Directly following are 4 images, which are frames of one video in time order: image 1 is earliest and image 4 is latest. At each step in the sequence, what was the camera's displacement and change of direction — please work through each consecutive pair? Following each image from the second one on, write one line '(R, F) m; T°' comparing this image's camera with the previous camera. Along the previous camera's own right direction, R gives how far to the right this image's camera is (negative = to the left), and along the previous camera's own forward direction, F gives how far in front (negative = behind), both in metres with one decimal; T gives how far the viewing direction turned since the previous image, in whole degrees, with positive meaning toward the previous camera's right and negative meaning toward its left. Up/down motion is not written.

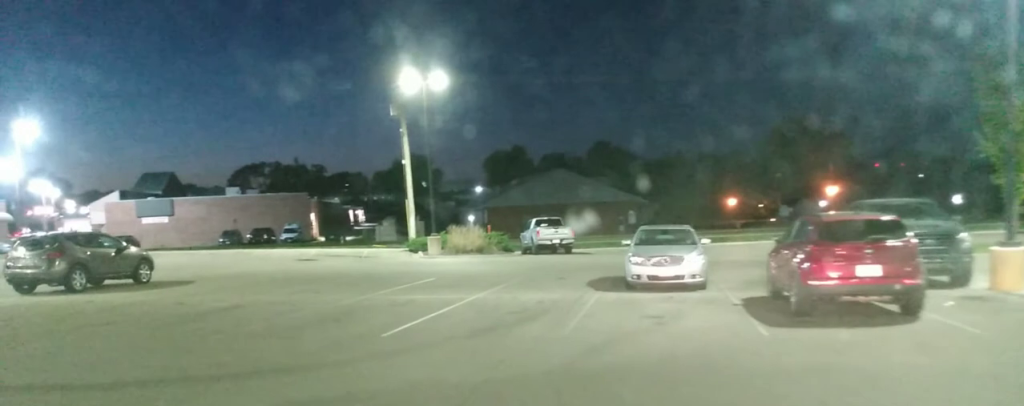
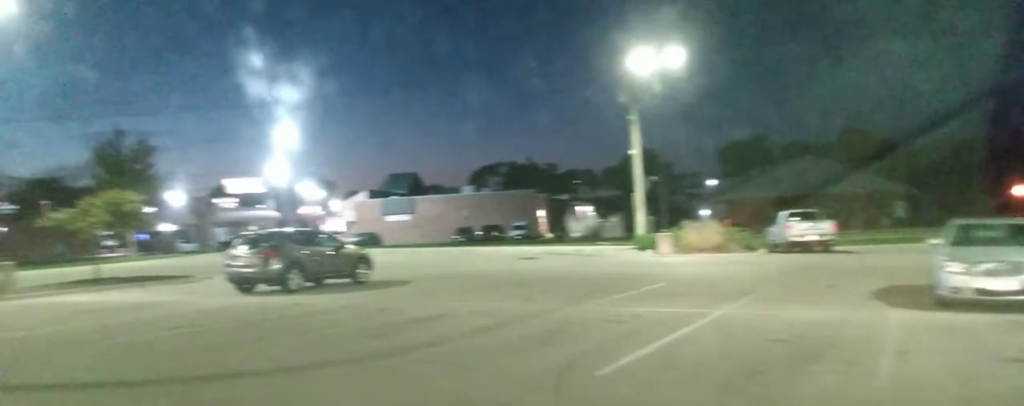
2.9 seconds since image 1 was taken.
(-3.5, +4.8) m; -59°
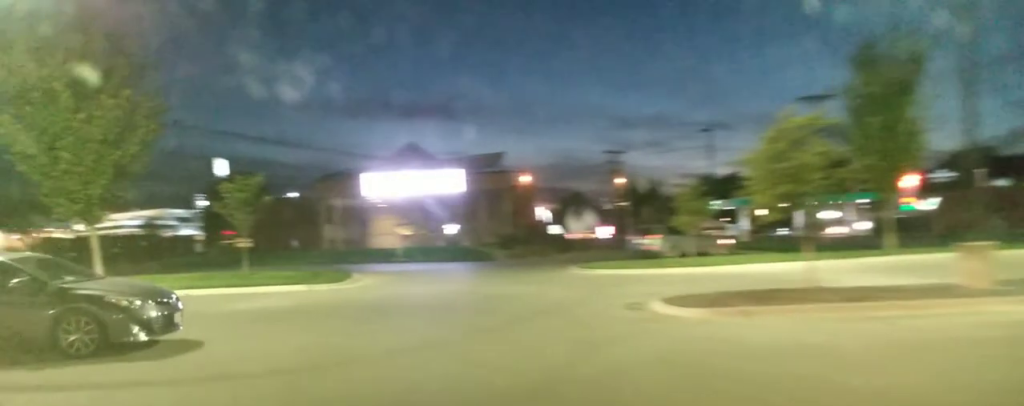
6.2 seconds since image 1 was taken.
(-4.5, +10.2) m; -29°
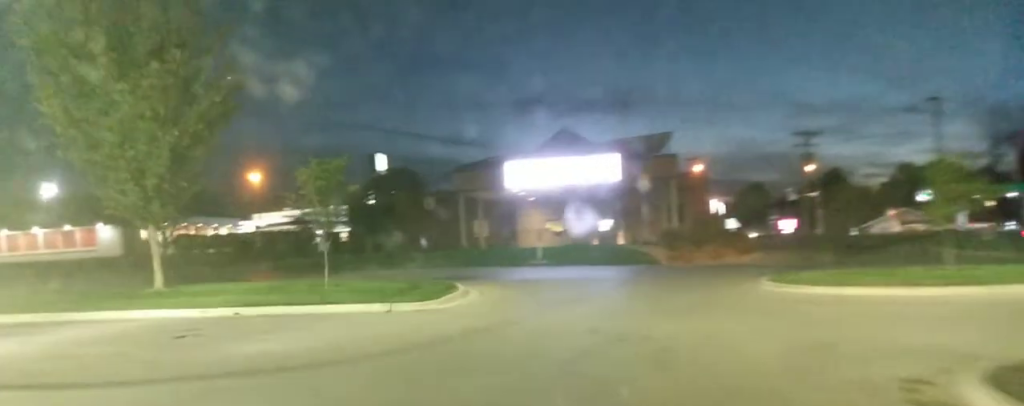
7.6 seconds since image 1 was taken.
(+0.2, +6.0) m; +3°
